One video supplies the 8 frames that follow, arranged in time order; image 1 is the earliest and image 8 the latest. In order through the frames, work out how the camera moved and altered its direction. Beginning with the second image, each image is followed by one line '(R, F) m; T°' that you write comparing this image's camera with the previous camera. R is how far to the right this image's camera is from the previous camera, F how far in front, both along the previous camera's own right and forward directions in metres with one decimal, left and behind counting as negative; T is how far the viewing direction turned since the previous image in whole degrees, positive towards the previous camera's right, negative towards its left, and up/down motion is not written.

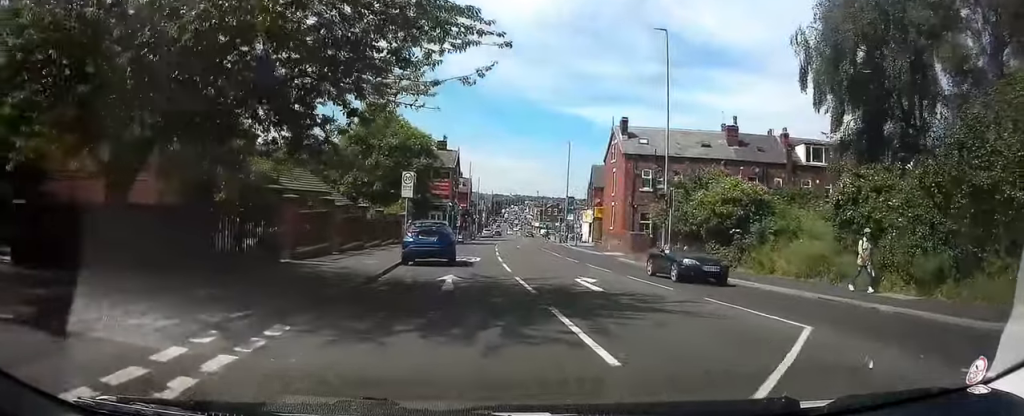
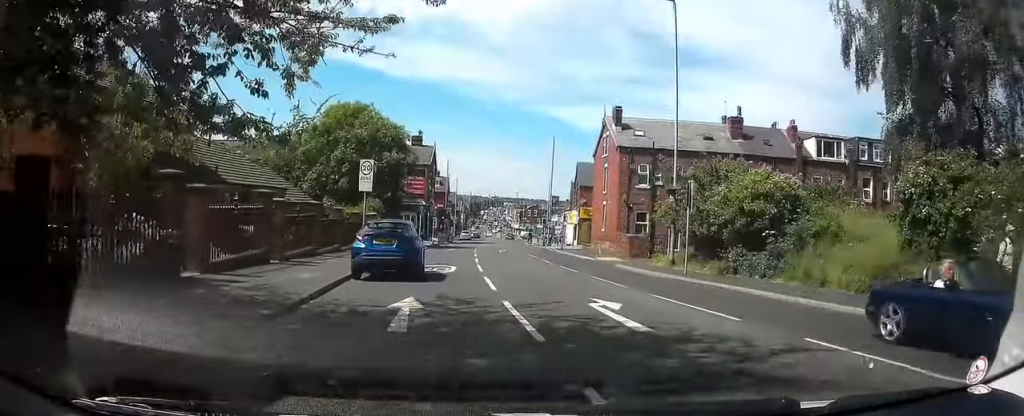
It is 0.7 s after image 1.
(+0.1, +5.1) m; +1°
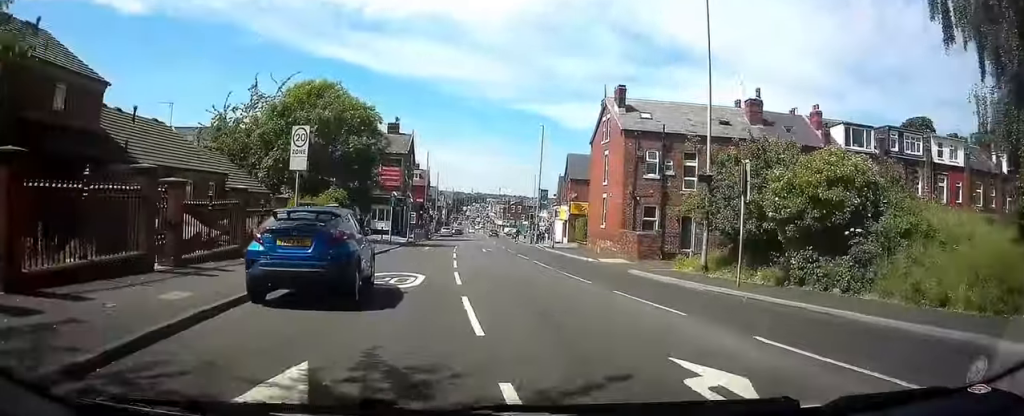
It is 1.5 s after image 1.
(+0.1, +6.2) m; 0°
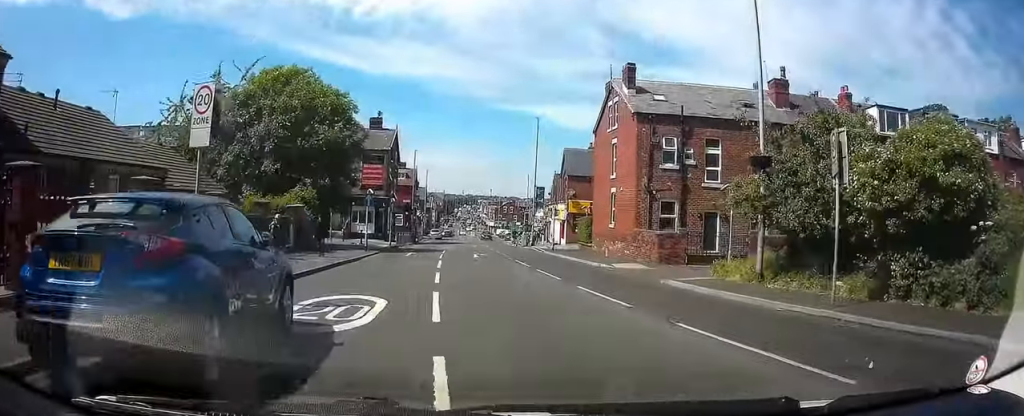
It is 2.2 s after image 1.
(-0.1, +4.9) m; 0°
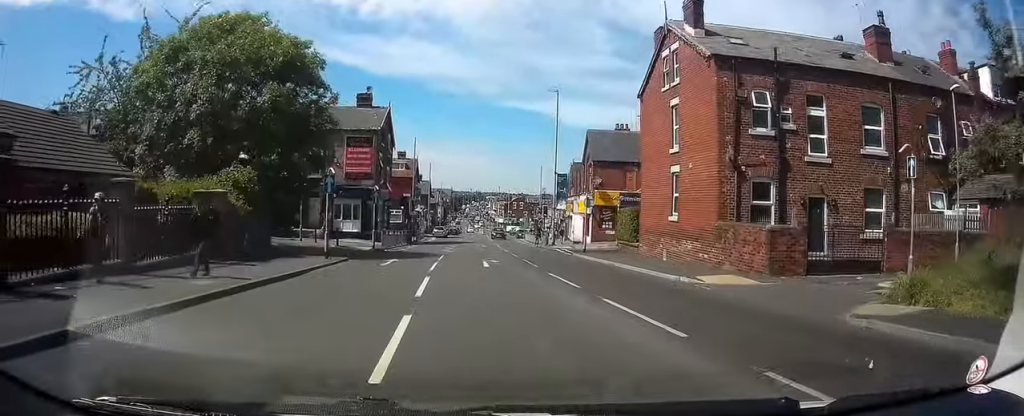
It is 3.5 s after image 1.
(+0.2, +9.1) m; +3°
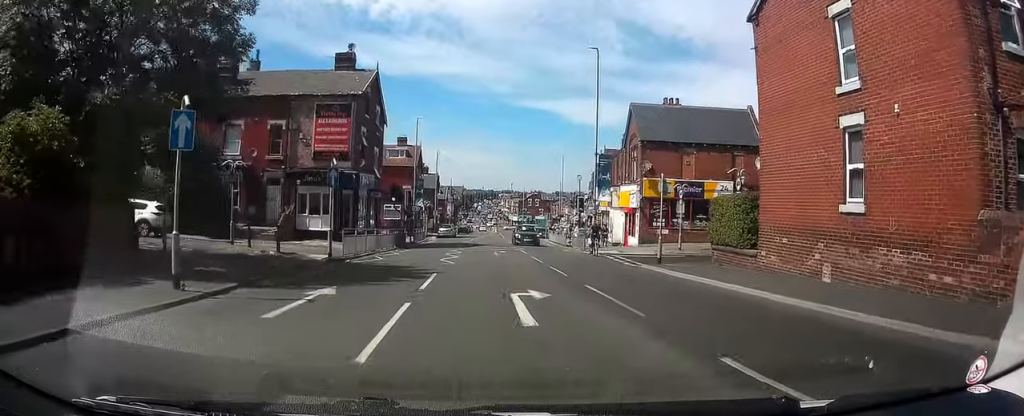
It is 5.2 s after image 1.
(+0.2, +11.2) m; -1°
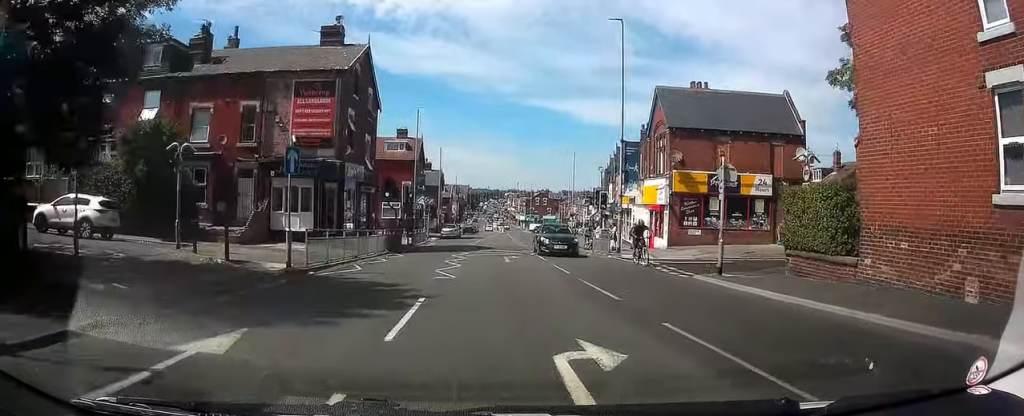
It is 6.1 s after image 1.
(-0.2, +5.1) m; 0°
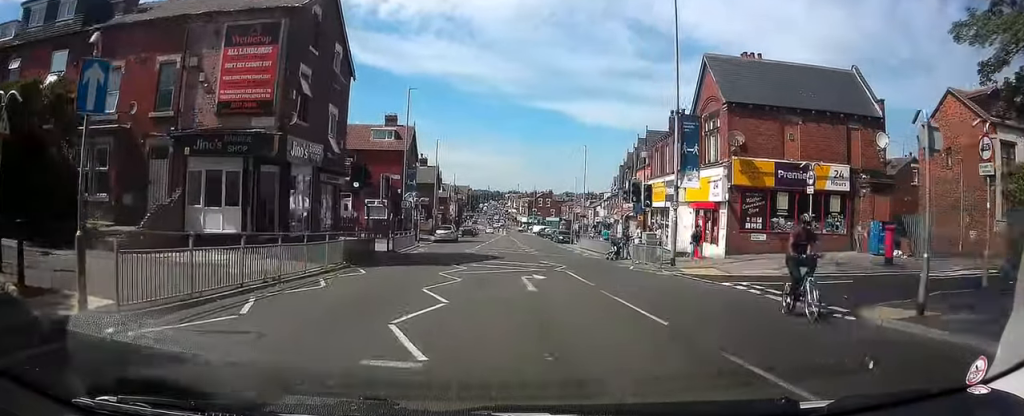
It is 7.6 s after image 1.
(+0.2, +9.1) m; +1°
